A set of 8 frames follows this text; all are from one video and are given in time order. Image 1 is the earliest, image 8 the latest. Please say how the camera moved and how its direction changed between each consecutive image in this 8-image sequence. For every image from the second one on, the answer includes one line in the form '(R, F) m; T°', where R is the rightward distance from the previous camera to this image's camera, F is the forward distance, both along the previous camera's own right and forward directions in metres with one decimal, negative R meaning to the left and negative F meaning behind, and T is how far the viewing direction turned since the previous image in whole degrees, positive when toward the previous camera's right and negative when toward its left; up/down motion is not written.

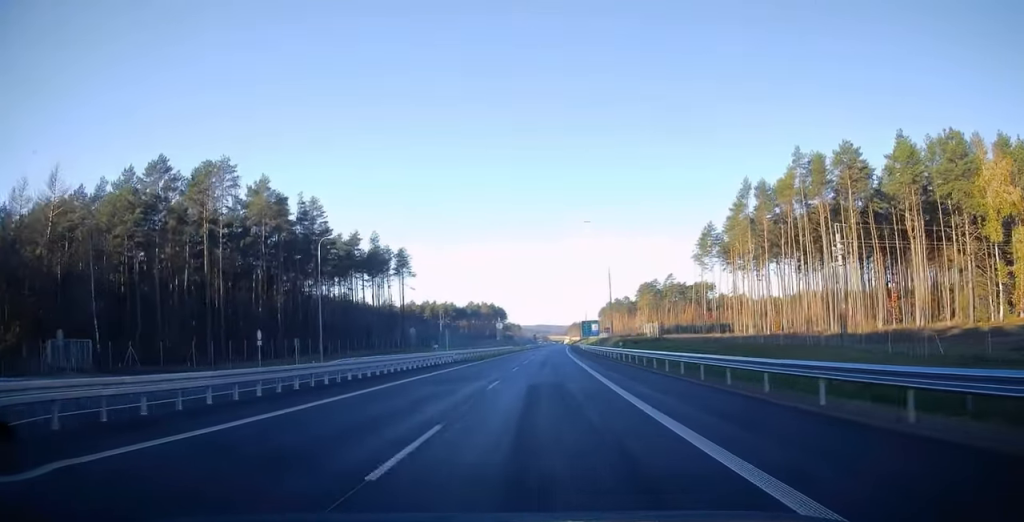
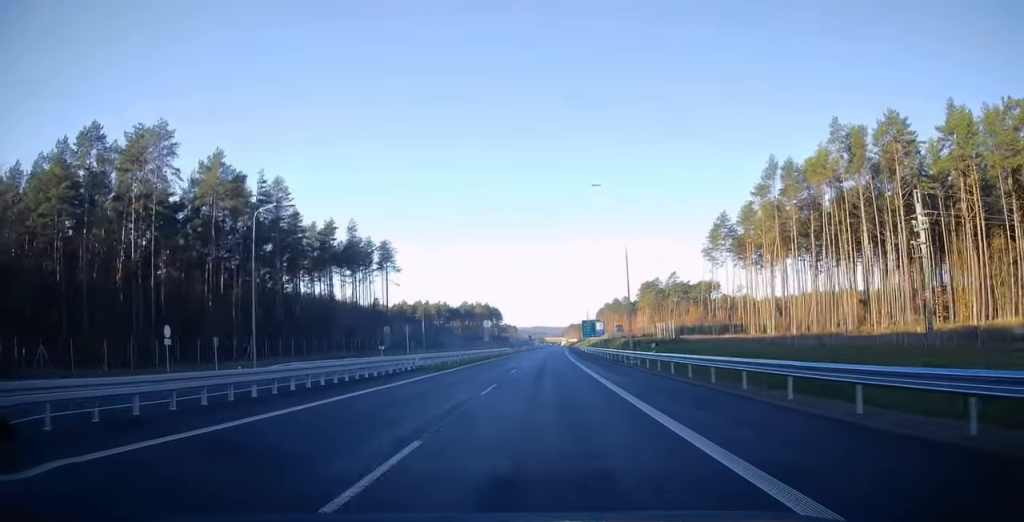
(+0.1, +13.7) m; 0°
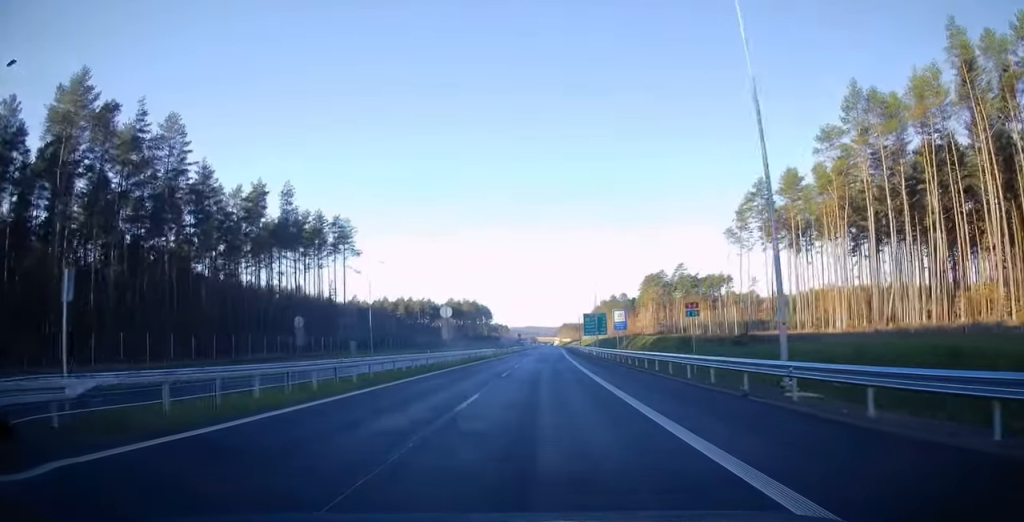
(+0.3, +28.0) m; +1°
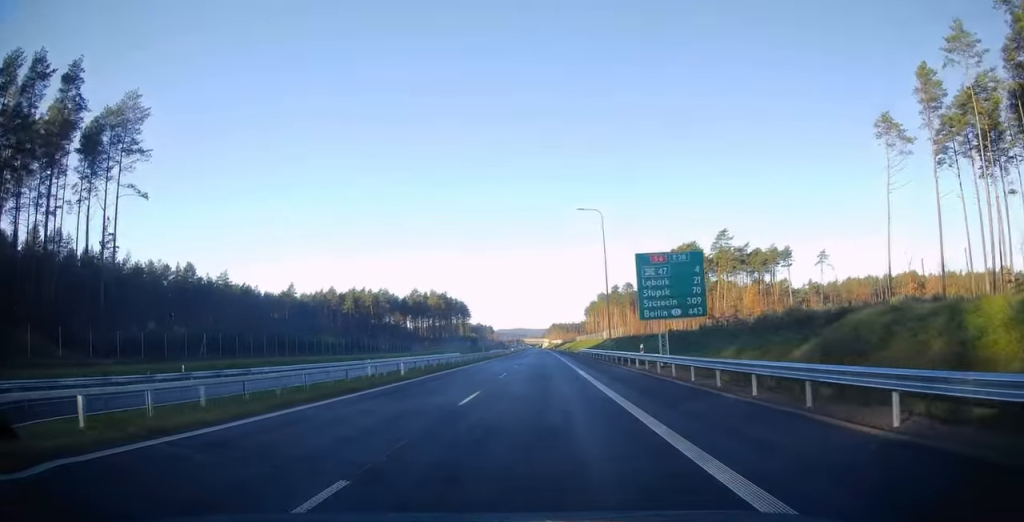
(+0.4, +70.9) m; 0°
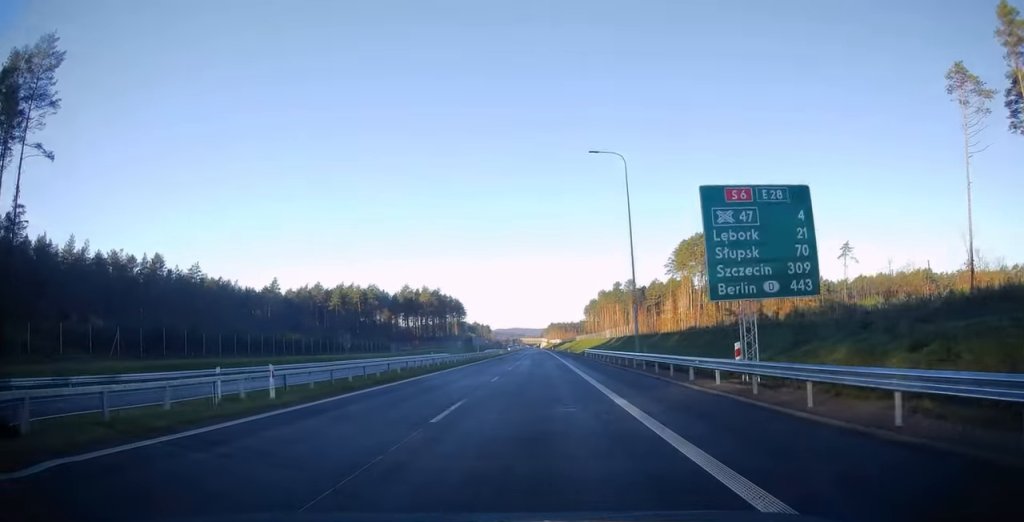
(+0.1, +15.2) m; 0°
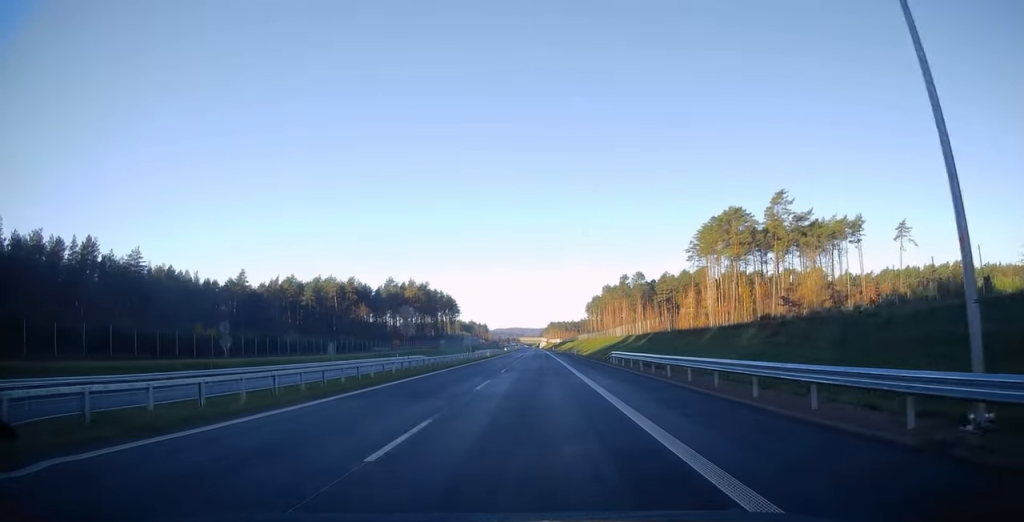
(+0.3, +27.8) m; 0°
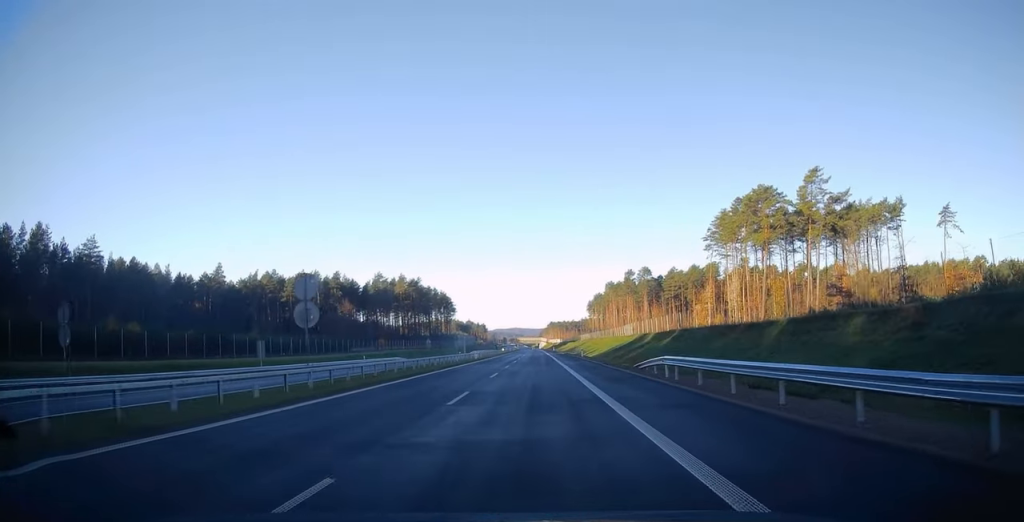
(+0.1, +17.0) m; -1°
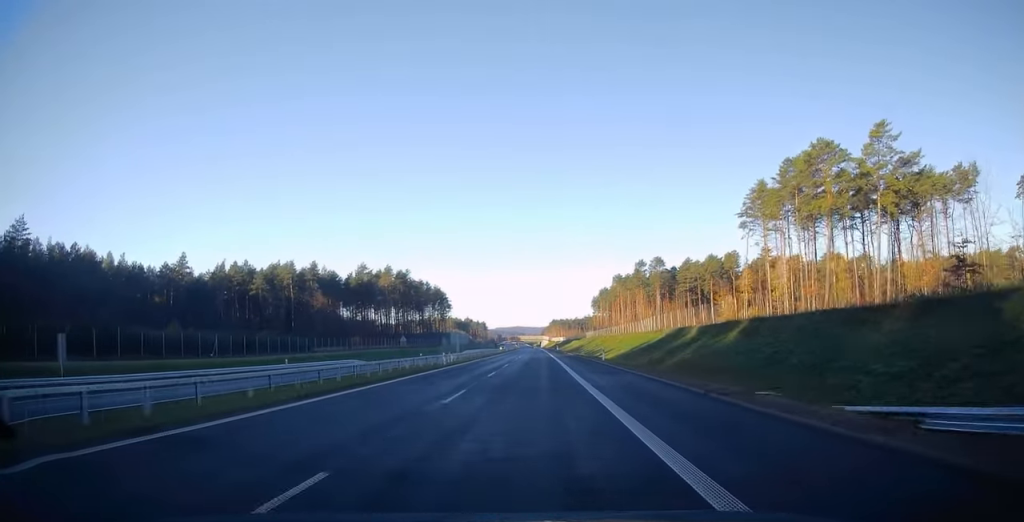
(-0.3, +23.7) m; 0°
